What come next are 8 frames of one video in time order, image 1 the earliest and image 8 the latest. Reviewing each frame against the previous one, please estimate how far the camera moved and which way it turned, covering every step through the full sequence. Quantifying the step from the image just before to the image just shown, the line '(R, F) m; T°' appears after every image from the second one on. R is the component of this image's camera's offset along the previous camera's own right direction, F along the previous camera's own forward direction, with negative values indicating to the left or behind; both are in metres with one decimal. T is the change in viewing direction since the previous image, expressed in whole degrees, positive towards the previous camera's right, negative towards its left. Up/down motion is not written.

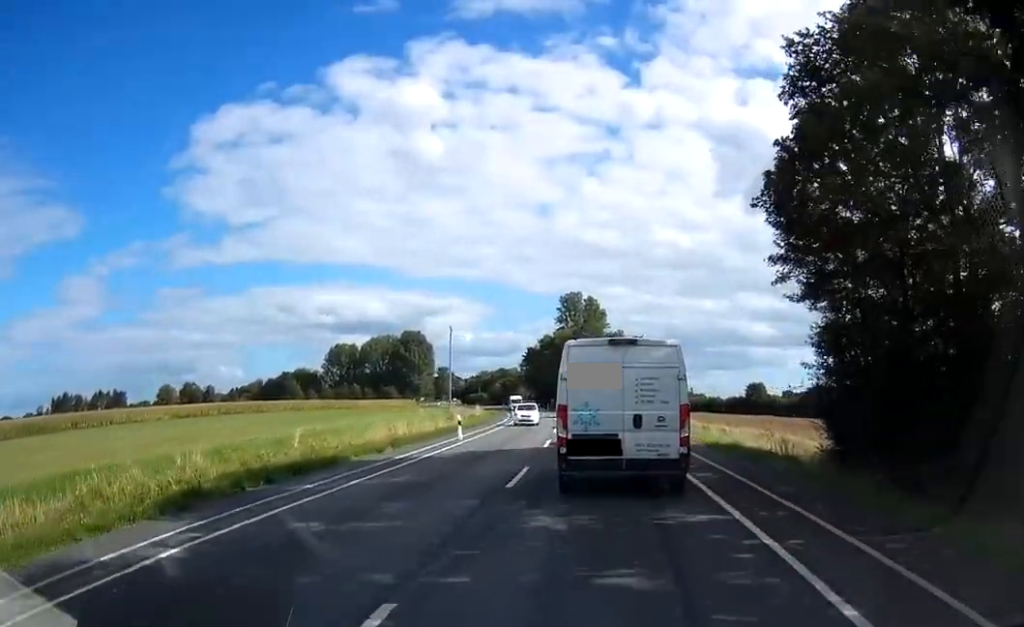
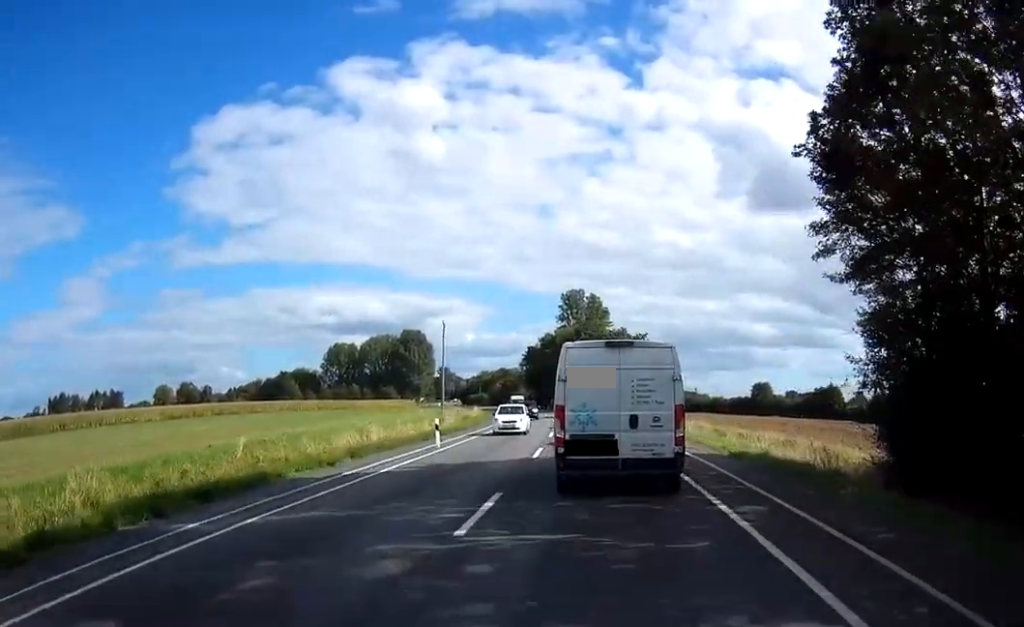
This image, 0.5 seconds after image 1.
(-0.1, +5.2) m; -1°
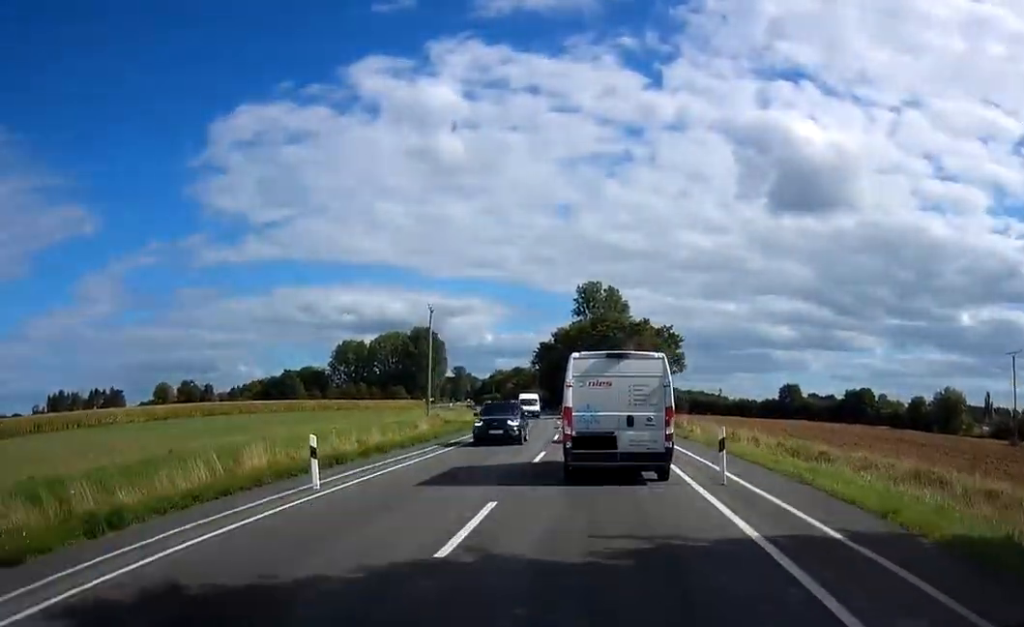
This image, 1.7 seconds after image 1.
(-0.2, +14.0) m; -1°
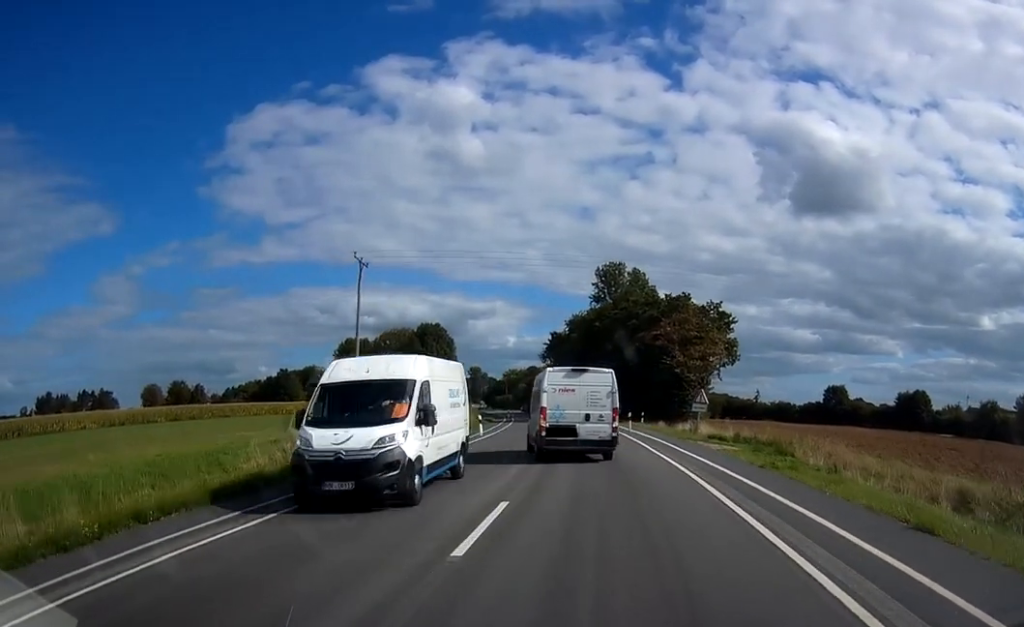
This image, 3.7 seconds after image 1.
(+0.2, +23.2) m; 0°
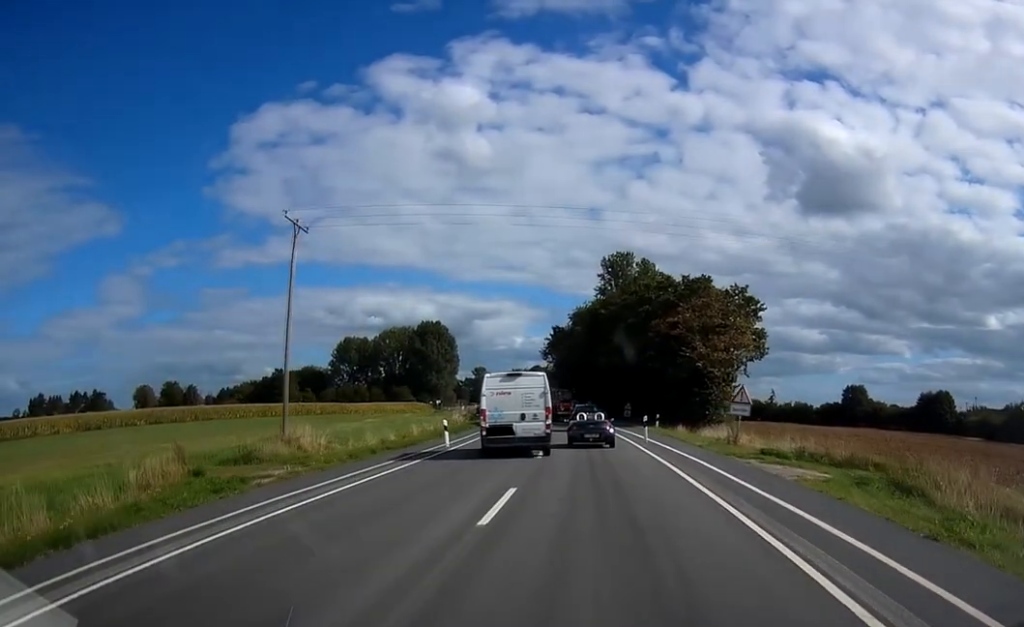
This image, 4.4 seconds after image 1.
(-0.1, +9.2) m; -1°
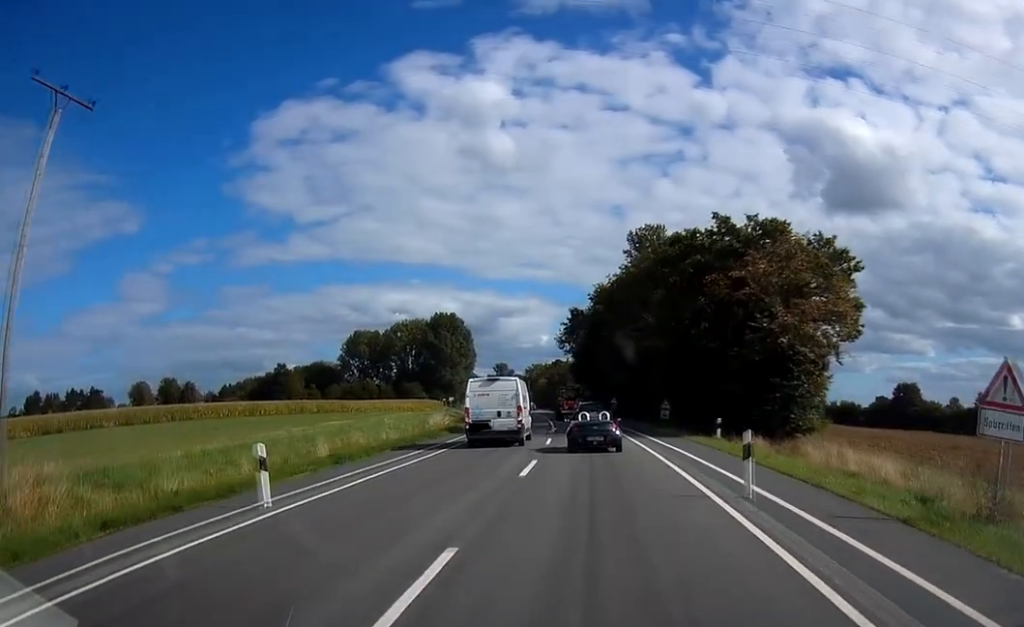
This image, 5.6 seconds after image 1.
(-0.3, +16.8) m; 0°
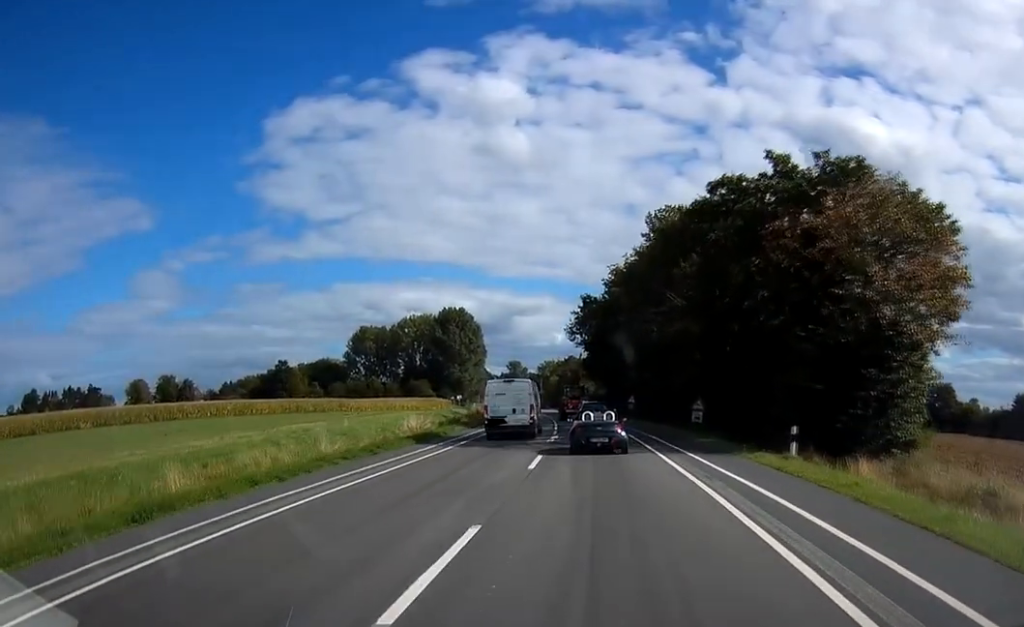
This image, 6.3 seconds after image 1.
(+0.1, +10.3) m; 0°
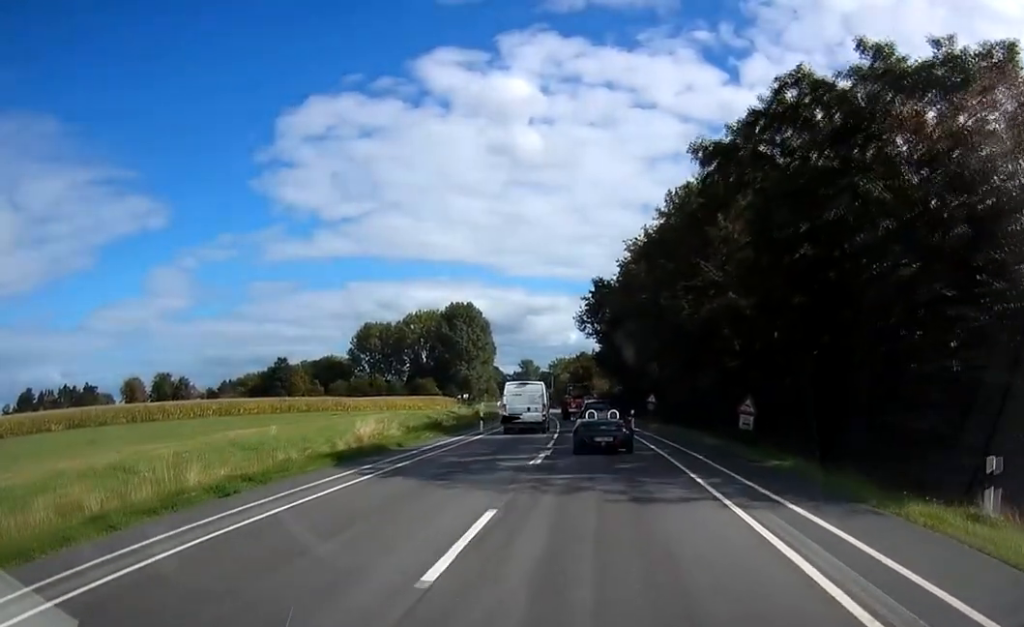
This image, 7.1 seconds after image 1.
(+0.1, +10.6) m; -2°
